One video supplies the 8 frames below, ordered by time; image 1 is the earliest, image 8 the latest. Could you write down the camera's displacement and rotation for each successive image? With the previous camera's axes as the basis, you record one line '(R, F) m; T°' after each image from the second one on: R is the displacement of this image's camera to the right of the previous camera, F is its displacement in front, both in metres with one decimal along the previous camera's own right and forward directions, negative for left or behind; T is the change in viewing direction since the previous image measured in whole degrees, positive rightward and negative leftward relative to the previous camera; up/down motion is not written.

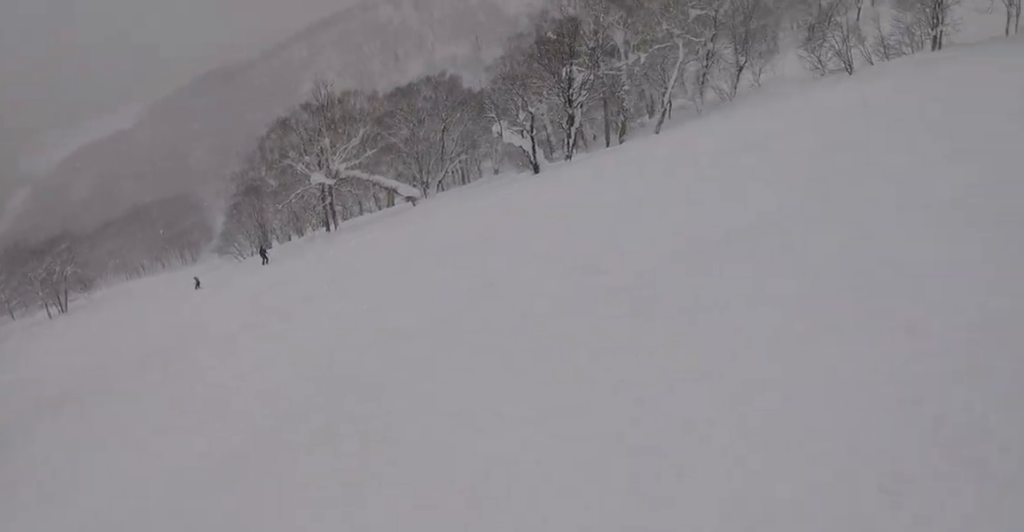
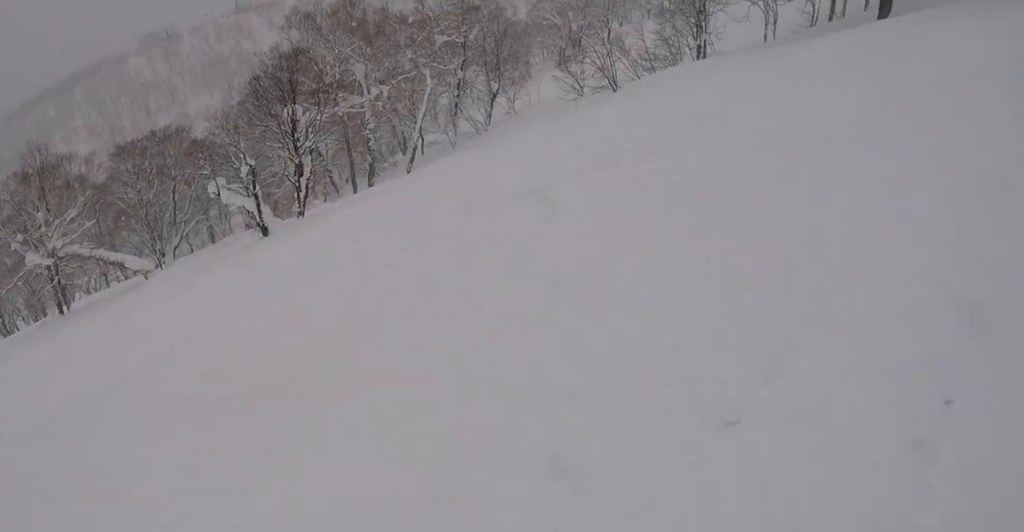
(+0.7, +3.9) m; +32°
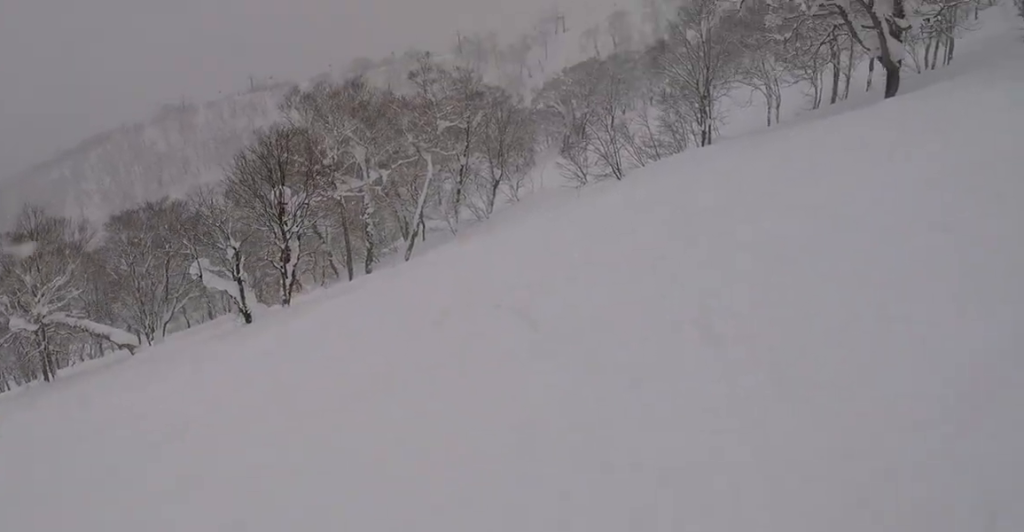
(+0.8, +1.7) m; +9°
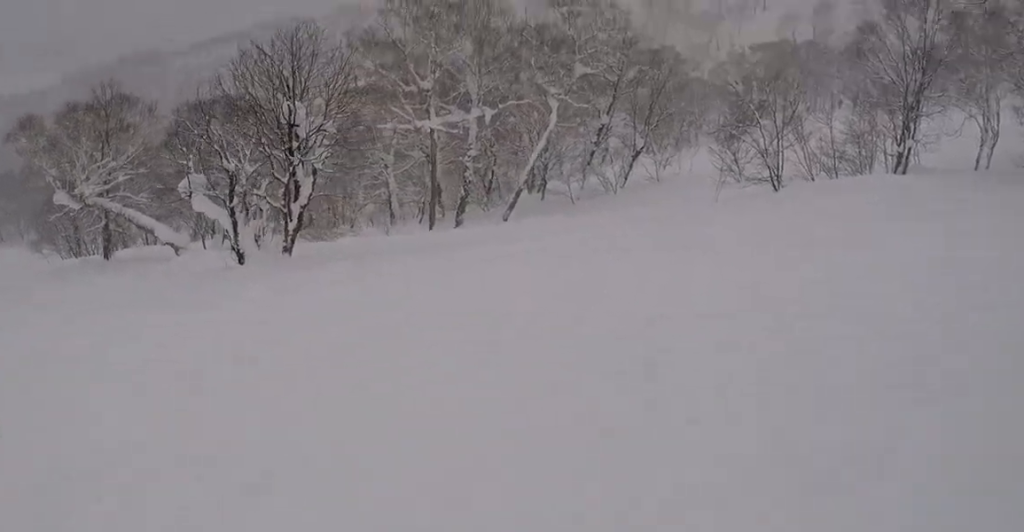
(-1.3, +6.9) m; -22°
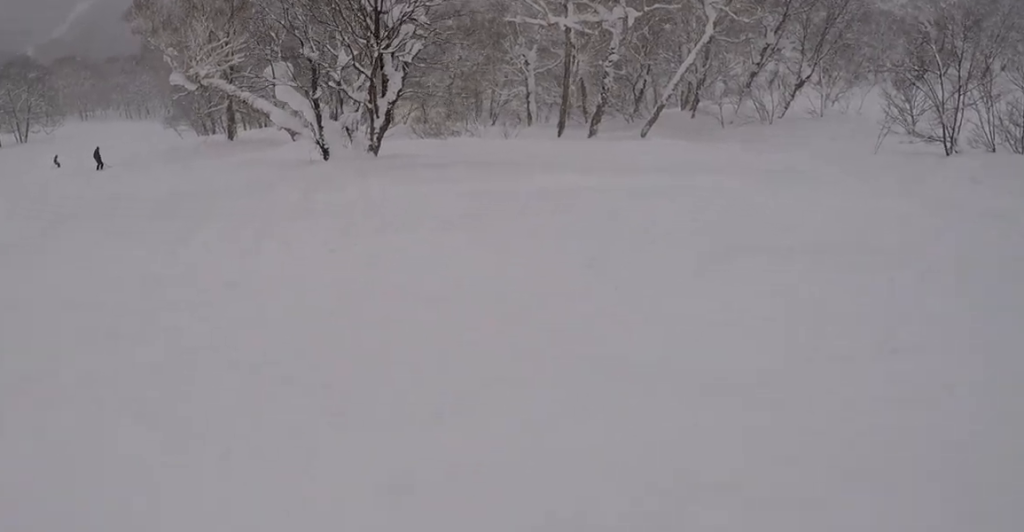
(-0.3, +3.4) m; -27°
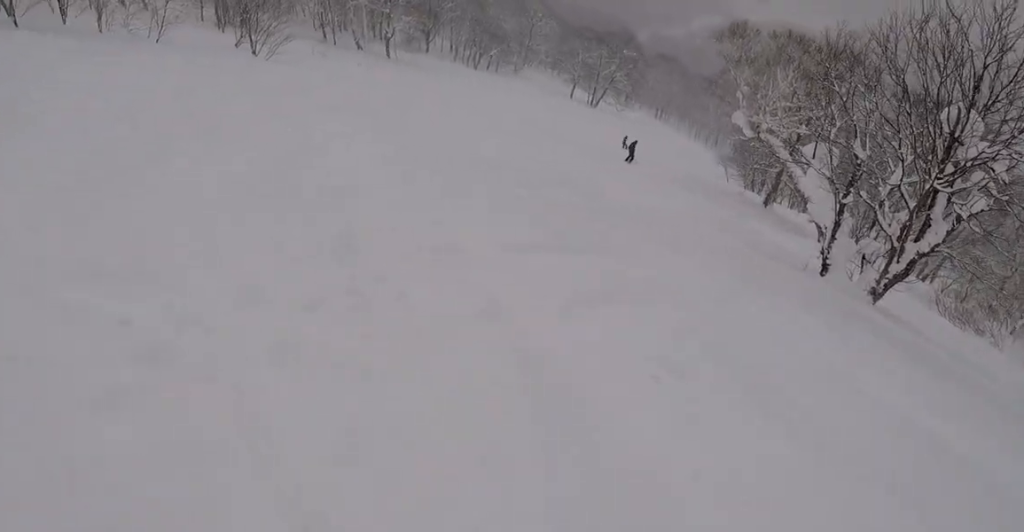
(-1.5, +3.7) m; -55°
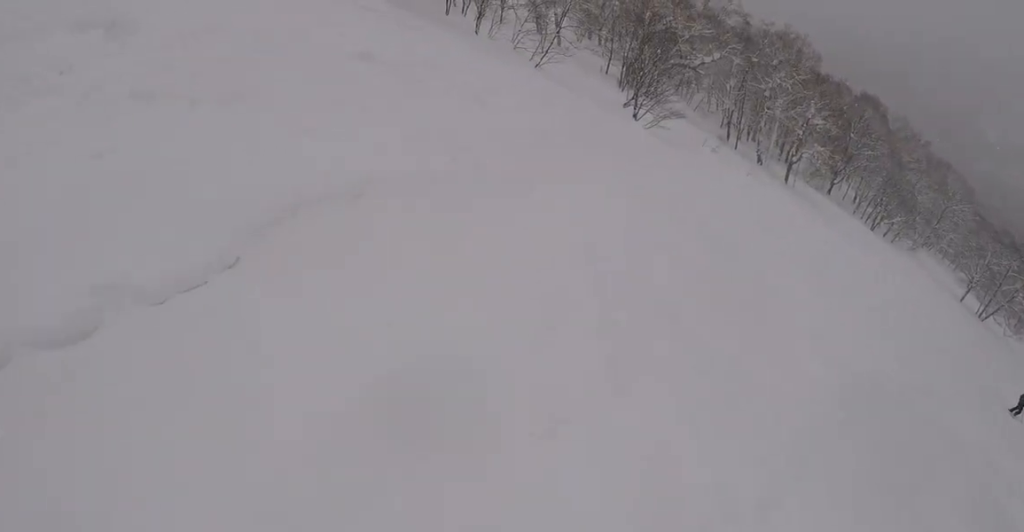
(-2.8, +4.2) m; -41°
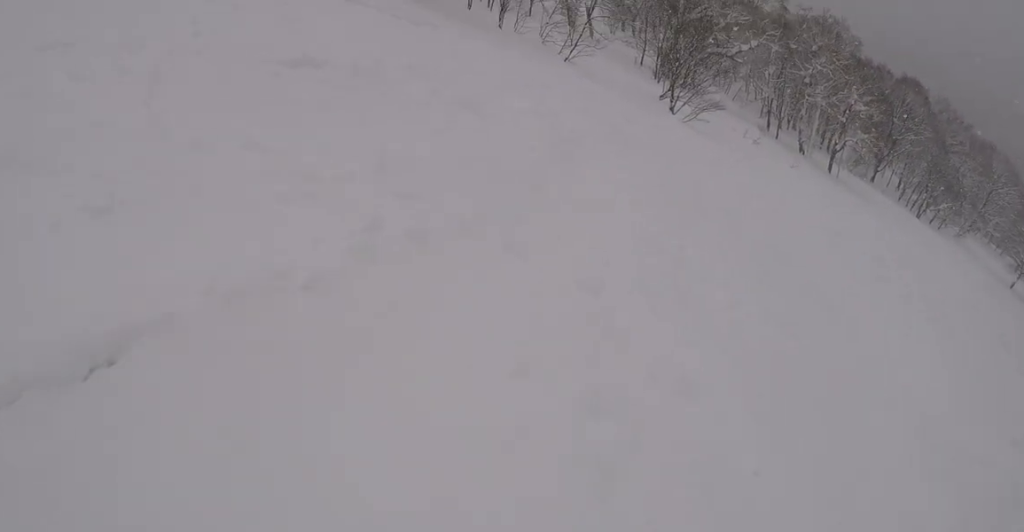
(-0.3, +1.9) m; +2°
